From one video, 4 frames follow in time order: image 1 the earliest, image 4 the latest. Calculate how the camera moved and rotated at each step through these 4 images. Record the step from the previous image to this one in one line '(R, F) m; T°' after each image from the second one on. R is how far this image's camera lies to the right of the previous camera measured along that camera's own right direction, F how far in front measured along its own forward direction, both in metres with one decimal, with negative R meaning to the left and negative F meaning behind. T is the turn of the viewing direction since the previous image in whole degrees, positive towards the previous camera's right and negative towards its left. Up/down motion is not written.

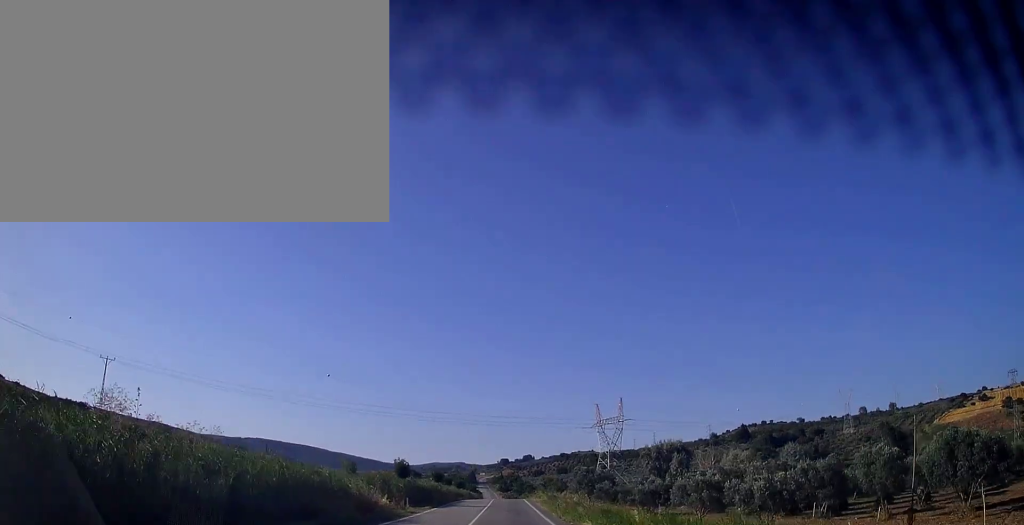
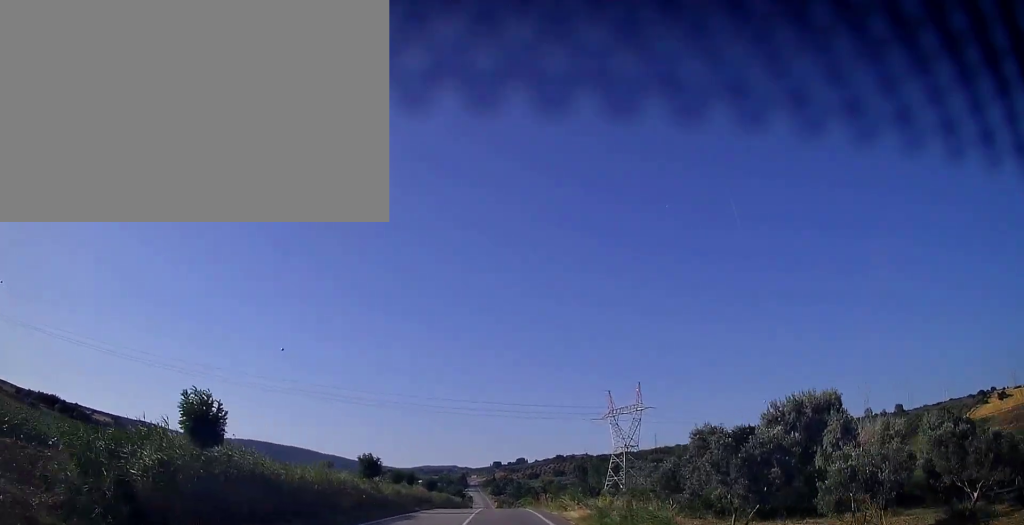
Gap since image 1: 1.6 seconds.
(+0.2, +31.8) m; 0°
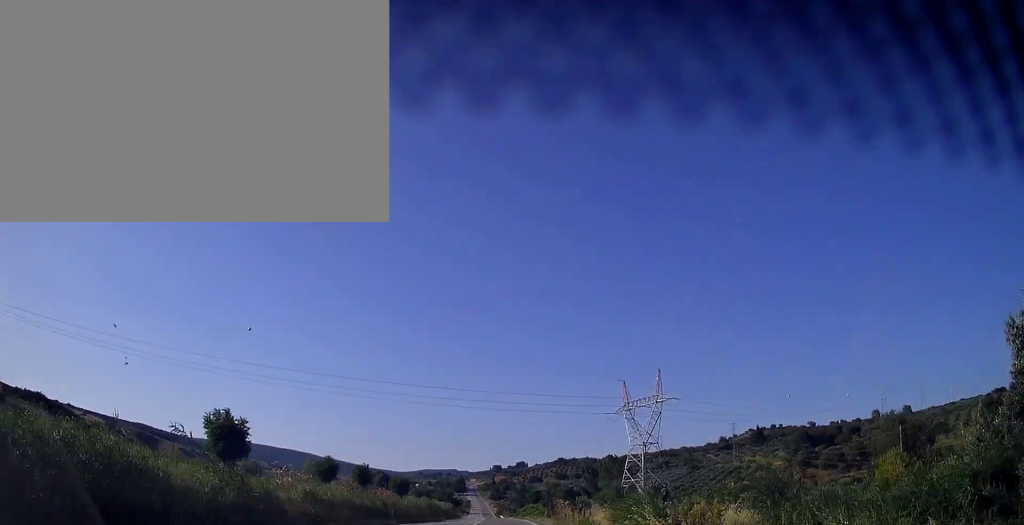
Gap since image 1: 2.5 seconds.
(-0.1, +19.1) m; 0°
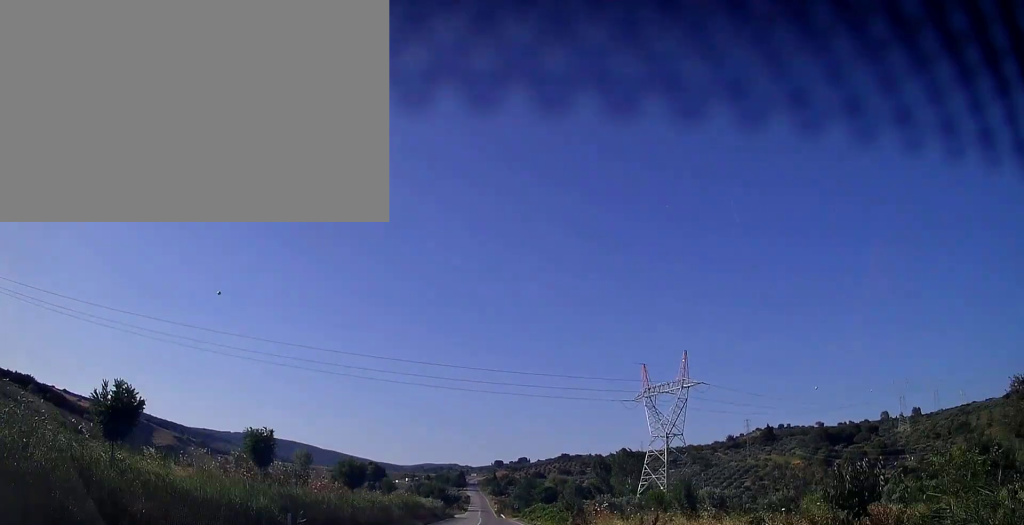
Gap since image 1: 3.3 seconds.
(+0.1, +16.4) m; 0°
